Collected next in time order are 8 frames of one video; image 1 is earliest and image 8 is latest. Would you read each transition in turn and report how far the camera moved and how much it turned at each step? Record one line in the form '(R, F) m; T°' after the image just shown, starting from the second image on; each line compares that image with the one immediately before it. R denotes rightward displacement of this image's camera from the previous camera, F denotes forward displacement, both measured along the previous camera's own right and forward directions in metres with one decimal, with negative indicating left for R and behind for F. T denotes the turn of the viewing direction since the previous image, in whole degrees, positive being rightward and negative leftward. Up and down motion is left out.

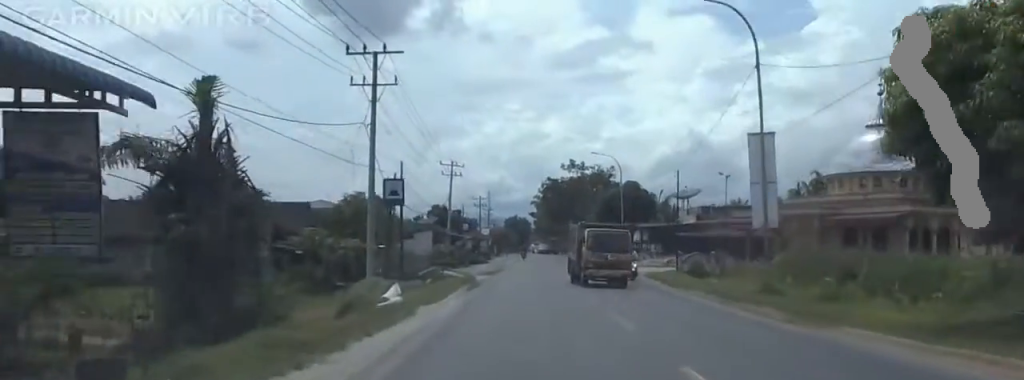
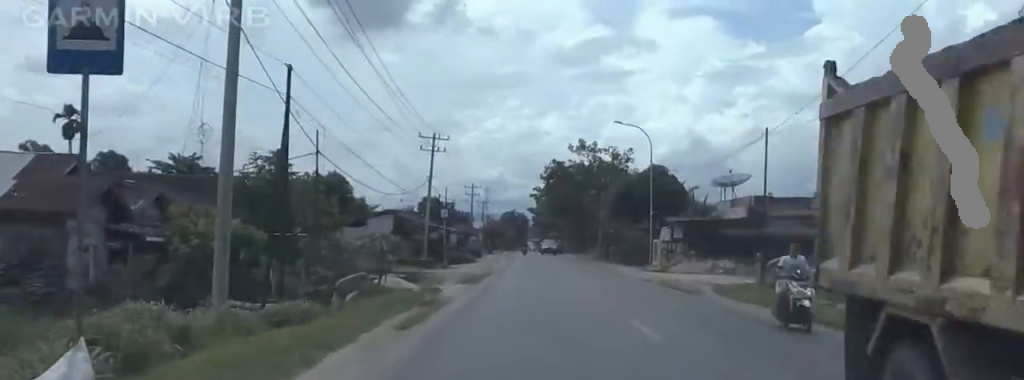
(+0.8, +18.2) m; +4°
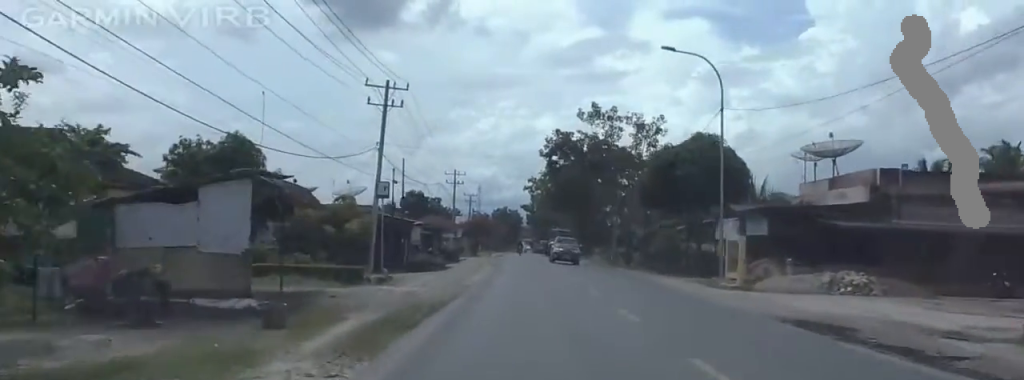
(0.0, +22.3) m; +1°
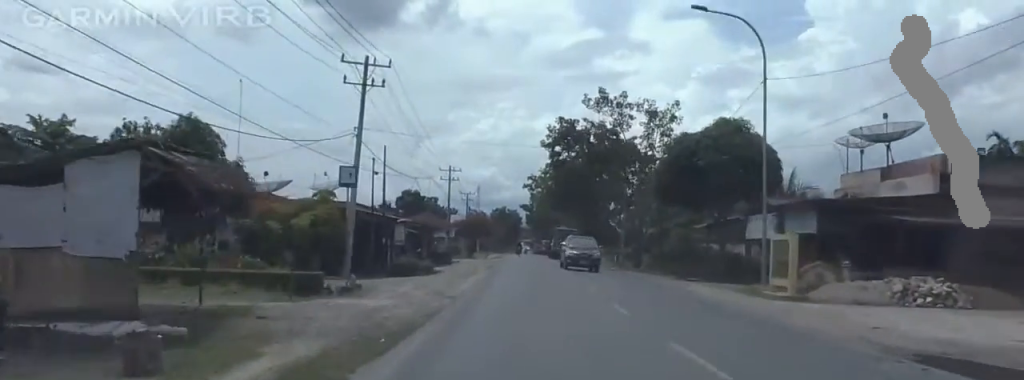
(-0.1, +6.4) m; 0°
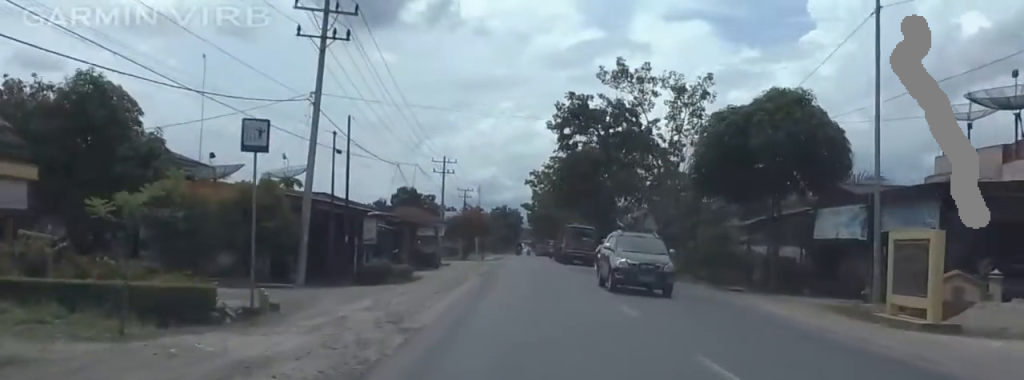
(+0.2, +9.1) m; 0°
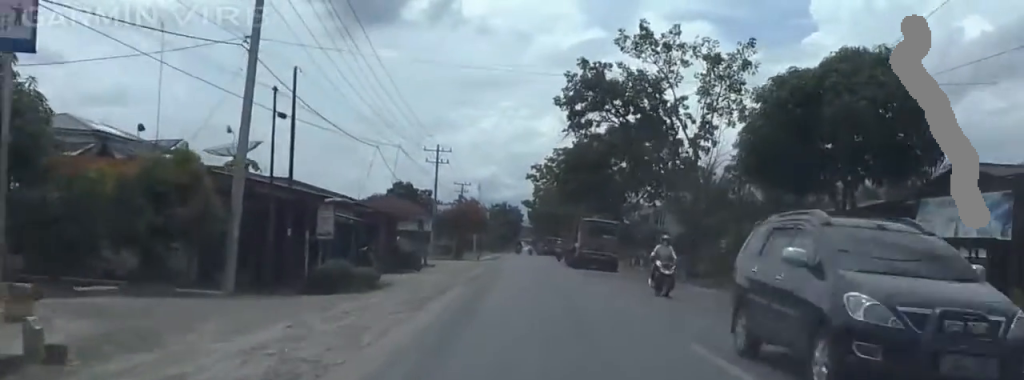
(0.0, +8.0) m; 0°
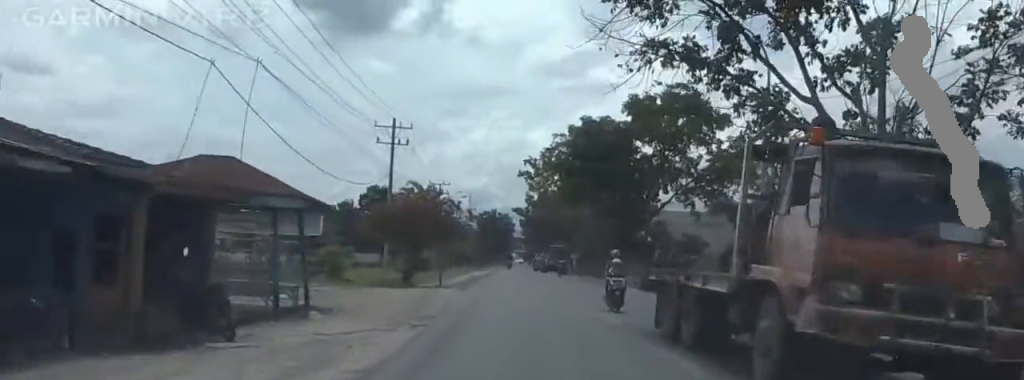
(-0.4, +22.8) m; -1°
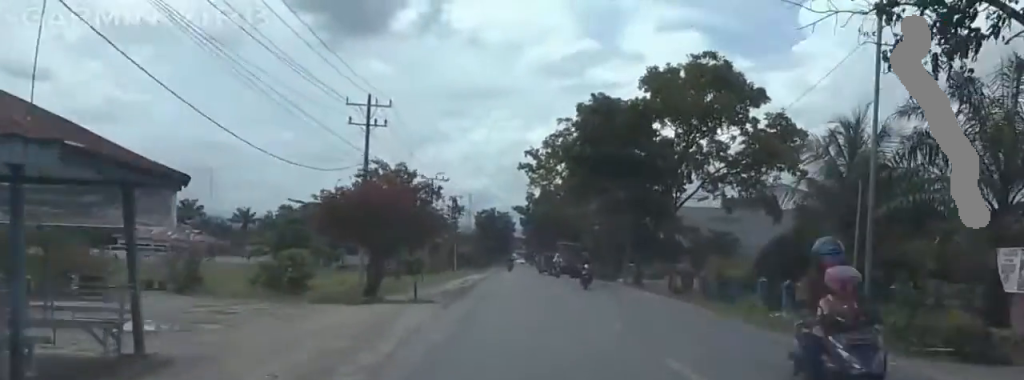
(0.0, +9.4) m; -2°
